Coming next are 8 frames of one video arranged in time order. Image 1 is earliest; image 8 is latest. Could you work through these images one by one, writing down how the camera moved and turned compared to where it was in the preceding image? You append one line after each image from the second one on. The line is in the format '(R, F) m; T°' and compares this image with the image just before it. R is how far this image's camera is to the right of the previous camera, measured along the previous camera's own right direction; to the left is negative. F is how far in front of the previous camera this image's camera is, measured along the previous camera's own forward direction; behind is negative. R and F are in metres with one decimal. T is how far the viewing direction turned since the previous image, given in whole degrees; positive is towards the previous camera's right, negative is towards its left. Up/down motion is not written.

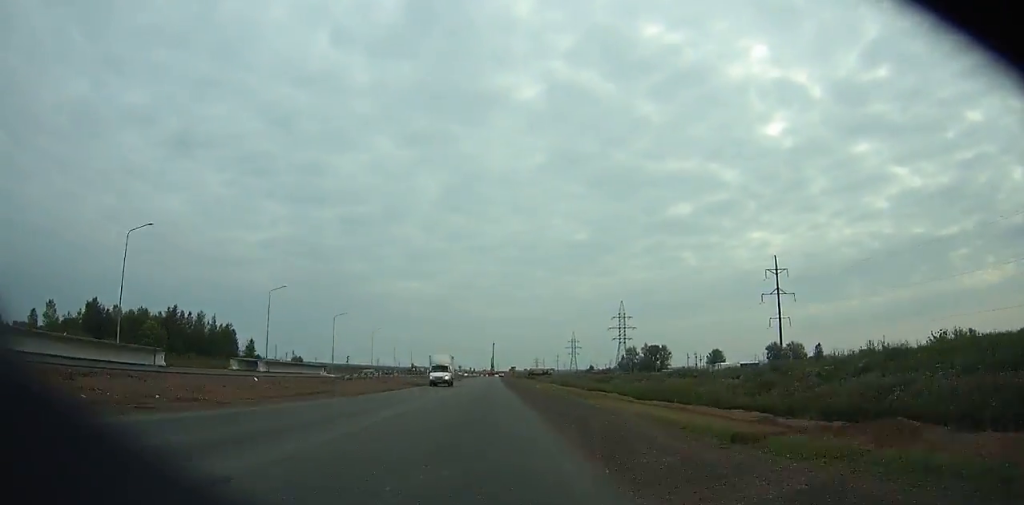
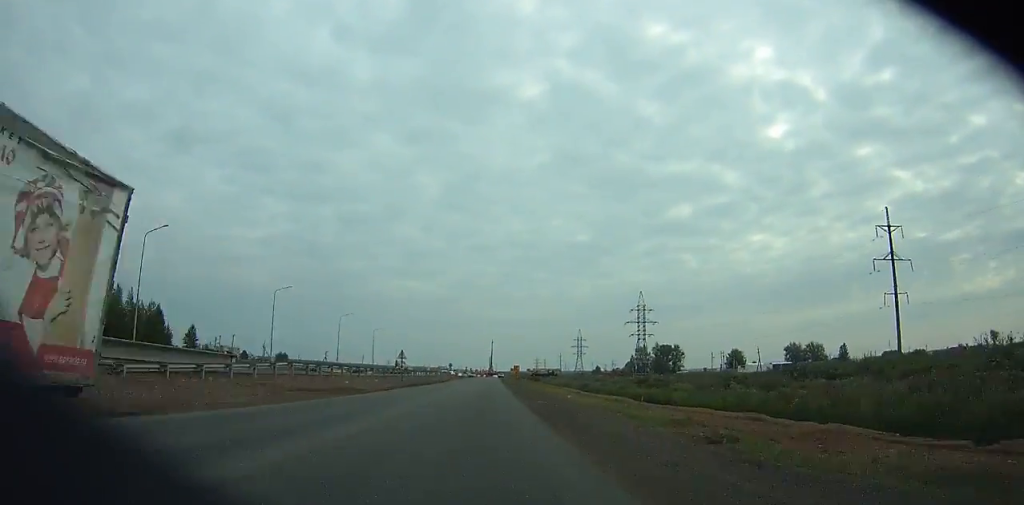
(0.0, +30.1) m; 0°
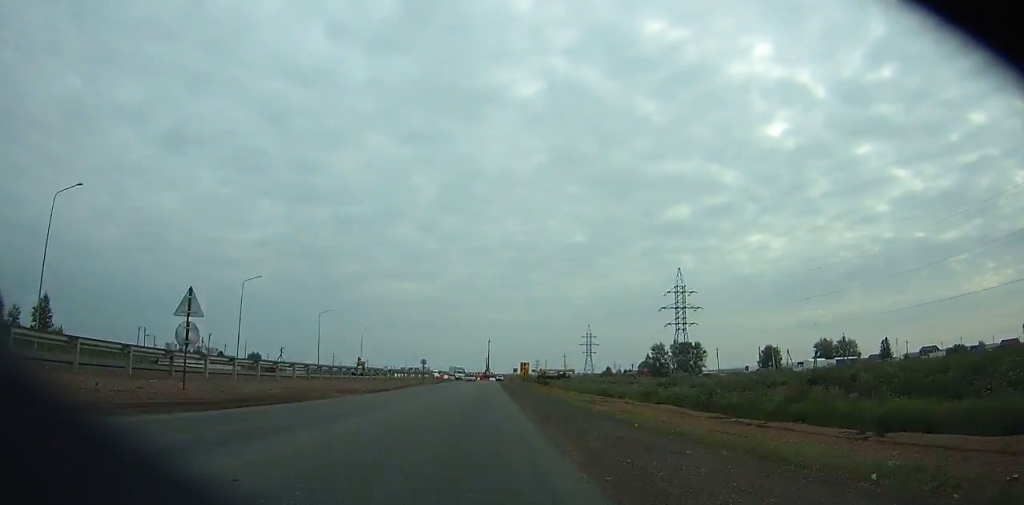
(+0.1, +44.4) m; 0°
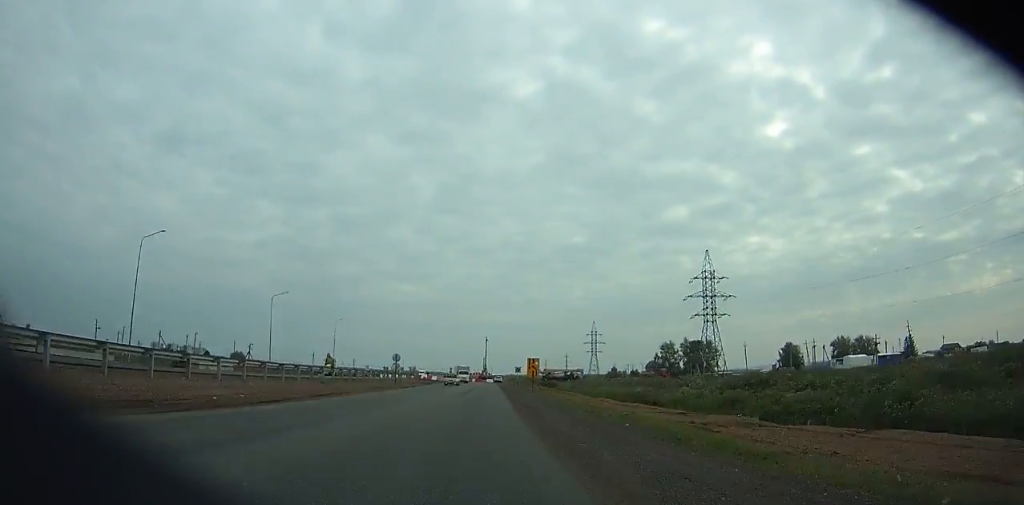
(0.0, +21.9) m; 0°
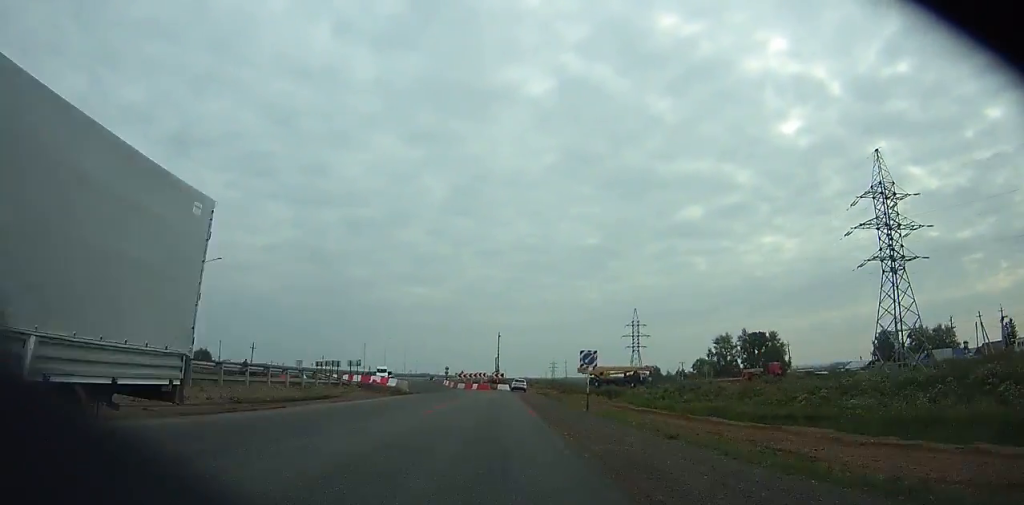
(-0.1, +62.2) m; -1°
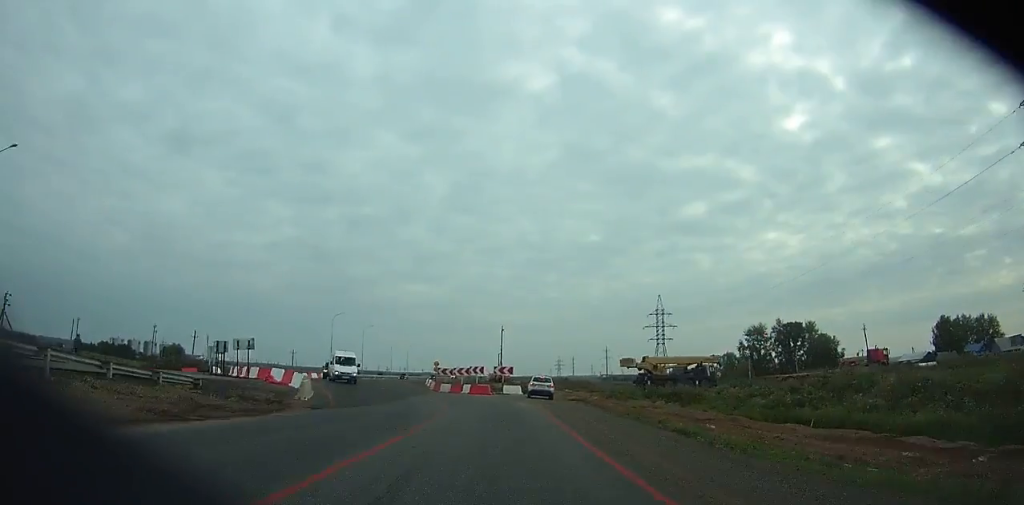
(-0.1, +30.8) m; -1°
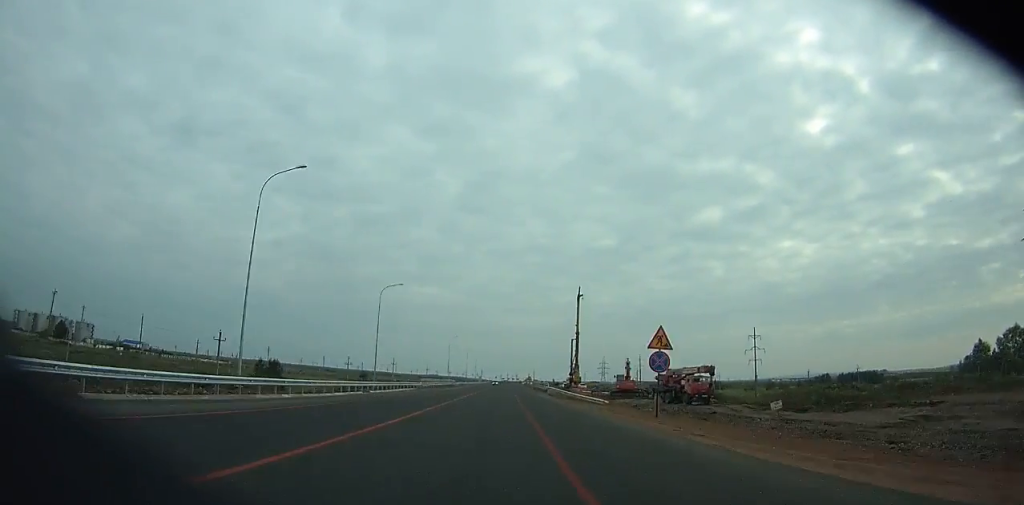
(-13.4, +139.1) m; -2°
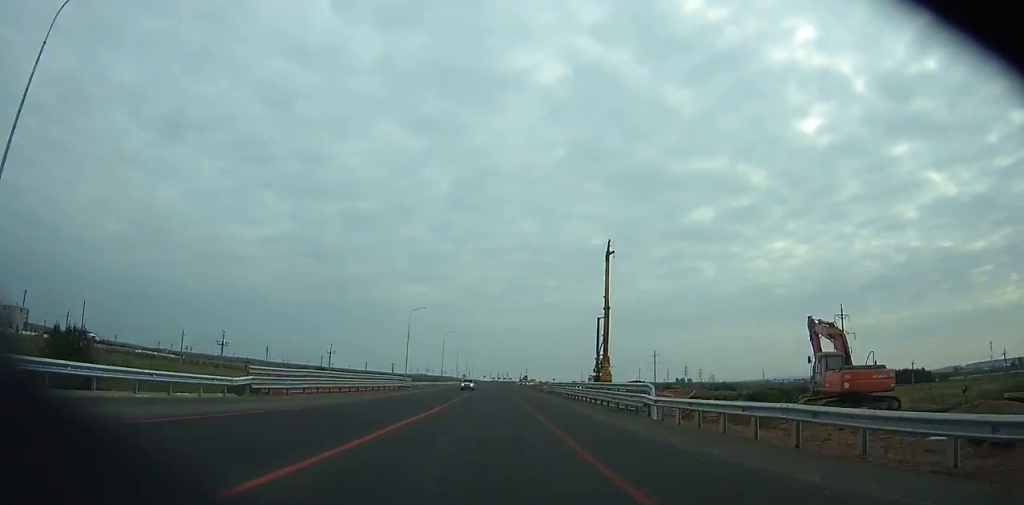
(+1.8, +47.4) m; +3°
